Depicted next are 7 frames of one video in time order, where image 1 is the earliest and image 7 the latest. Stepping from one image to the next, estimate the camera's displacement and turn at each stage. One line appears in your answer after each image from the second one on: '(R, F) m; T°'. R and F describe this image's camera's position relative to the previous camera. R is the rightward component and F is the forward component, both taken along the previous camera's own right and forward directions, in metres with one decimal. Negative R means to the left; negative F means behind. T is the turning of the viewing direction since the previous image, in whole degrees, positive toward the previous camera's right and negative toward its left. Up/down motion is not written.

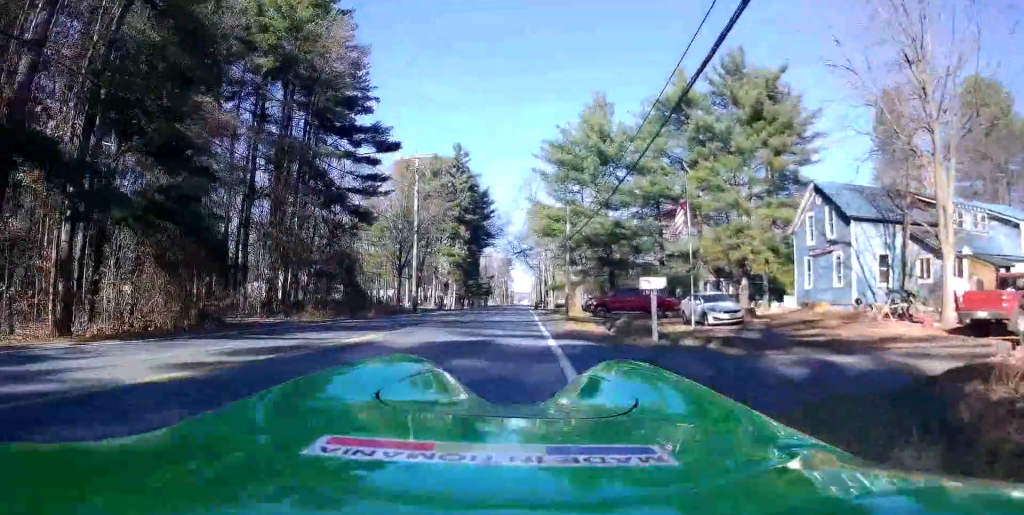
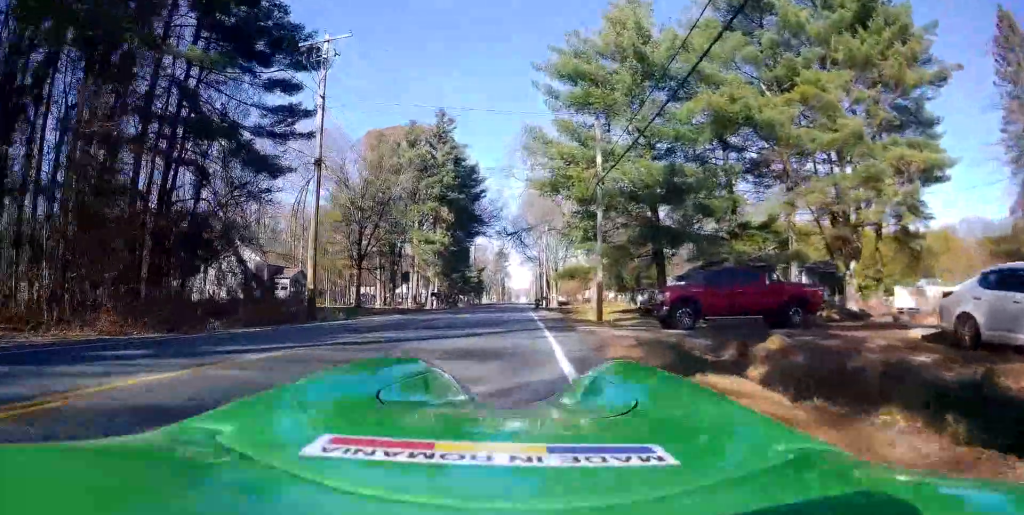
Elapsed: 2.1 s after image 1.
(+0.5, +20.7) m; 0°
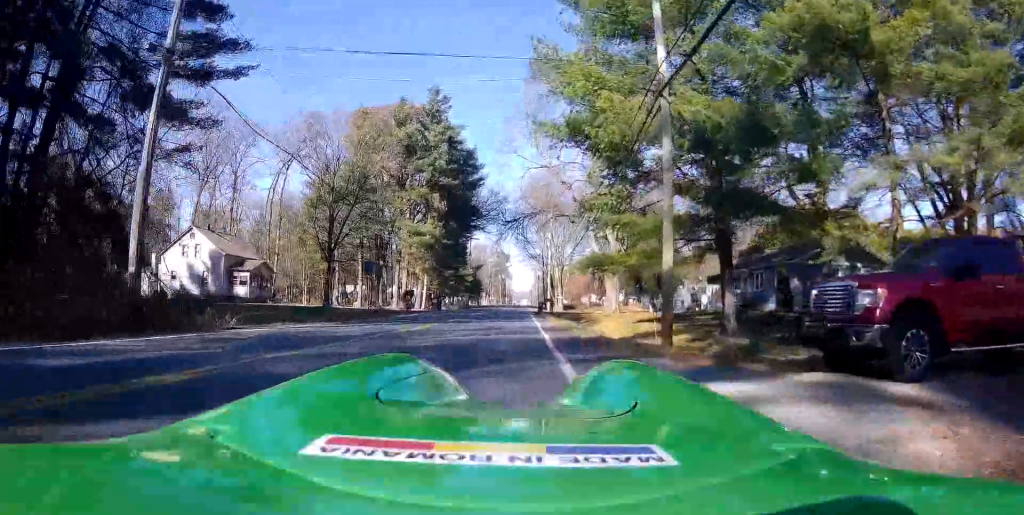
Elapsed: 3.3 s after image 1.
(-0.2, +11.0) m; +2°
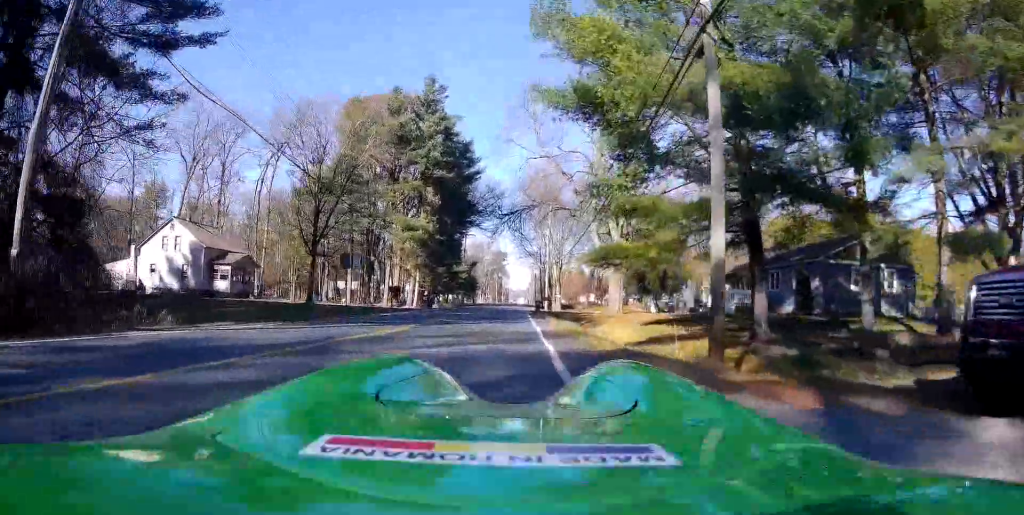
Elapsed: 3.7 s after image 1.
(+0.1, +3.5) m; +1°
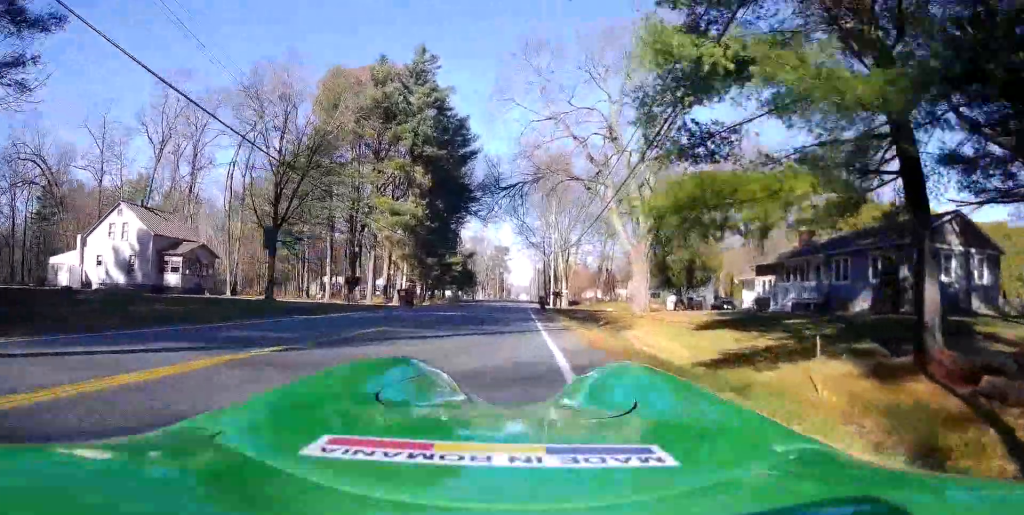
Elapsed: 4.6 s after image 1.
(+0.4, +9.1) m; +1°
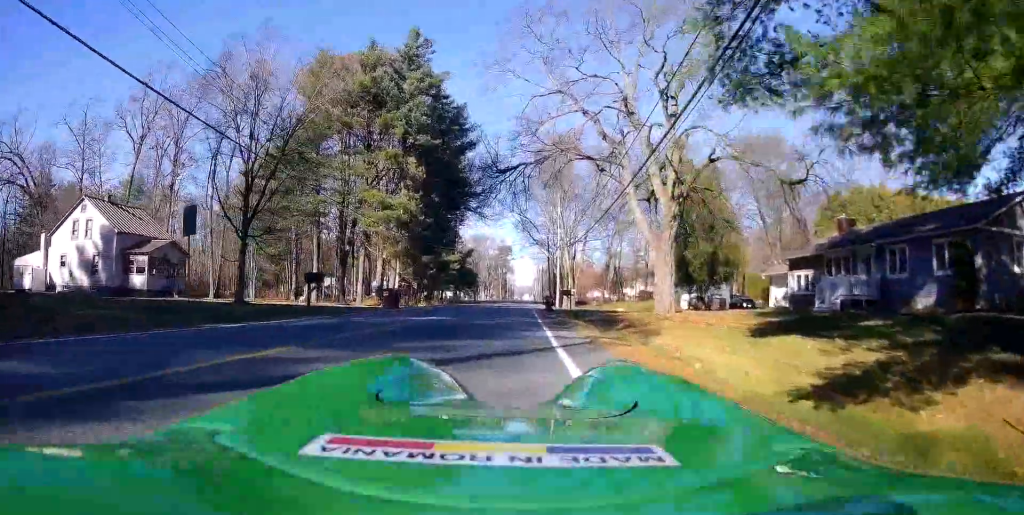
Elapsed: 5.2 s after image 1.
(-0.1, +5.7) m; -1°
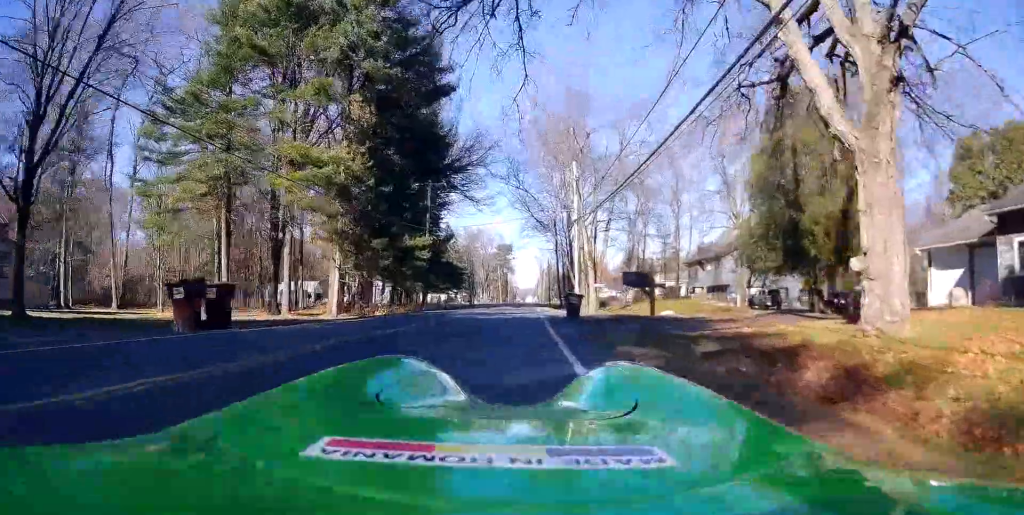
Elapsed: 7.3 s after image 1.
(-0.3, +20.1) m; -1°
